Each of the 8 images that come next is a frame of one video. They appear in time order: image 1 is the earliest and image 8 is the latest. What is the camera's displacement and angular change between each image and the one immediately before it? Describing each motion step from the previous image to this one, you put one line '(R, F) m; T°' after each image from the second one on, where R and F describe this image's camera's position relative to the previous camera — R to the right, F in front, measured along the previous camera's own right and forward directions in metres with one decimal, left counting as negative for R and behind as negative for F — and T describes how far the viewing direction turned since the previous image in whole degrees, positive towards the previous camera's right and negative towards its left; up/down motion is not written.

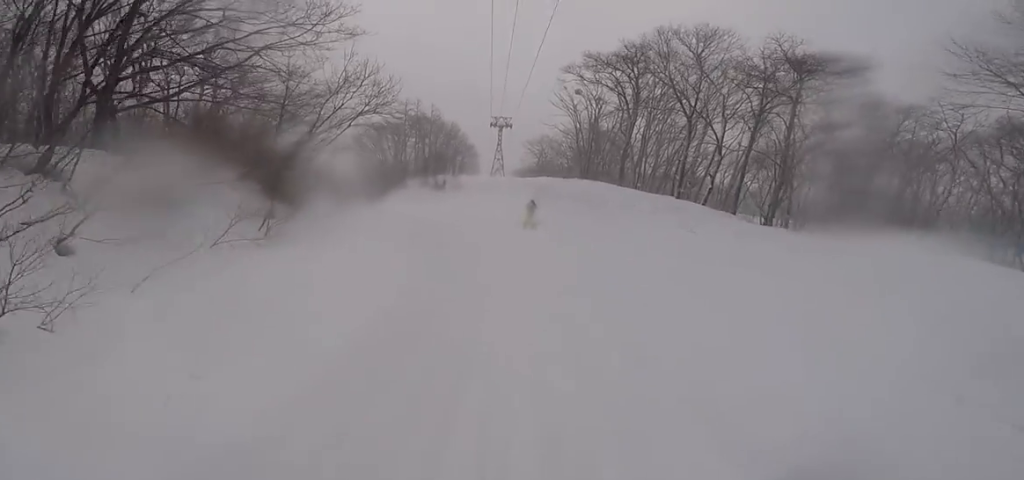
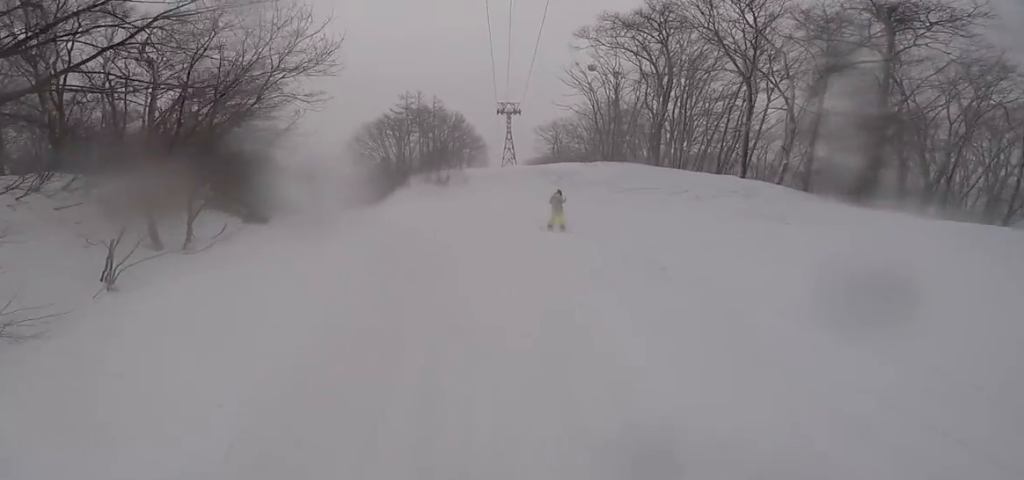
(-0.1, +5.9) m; -2°
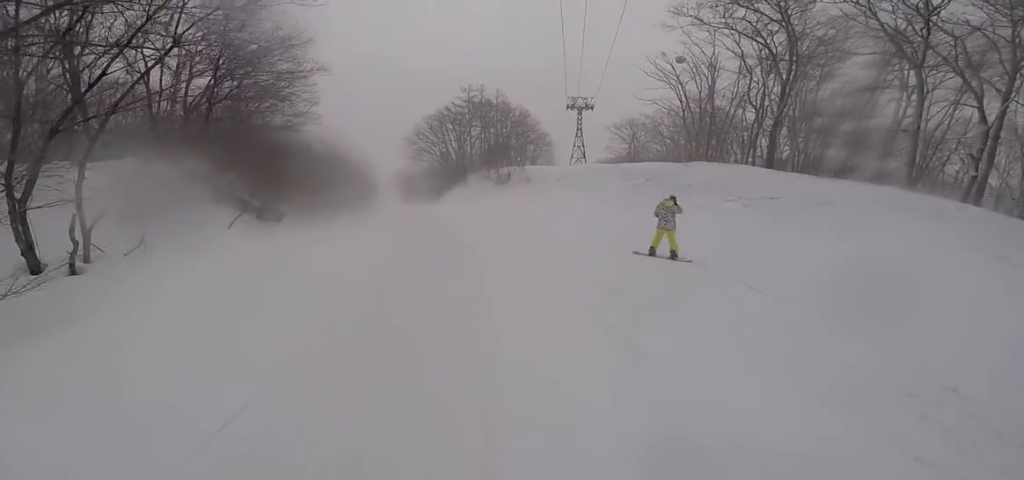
(-0.1, +4.5) m; -3°
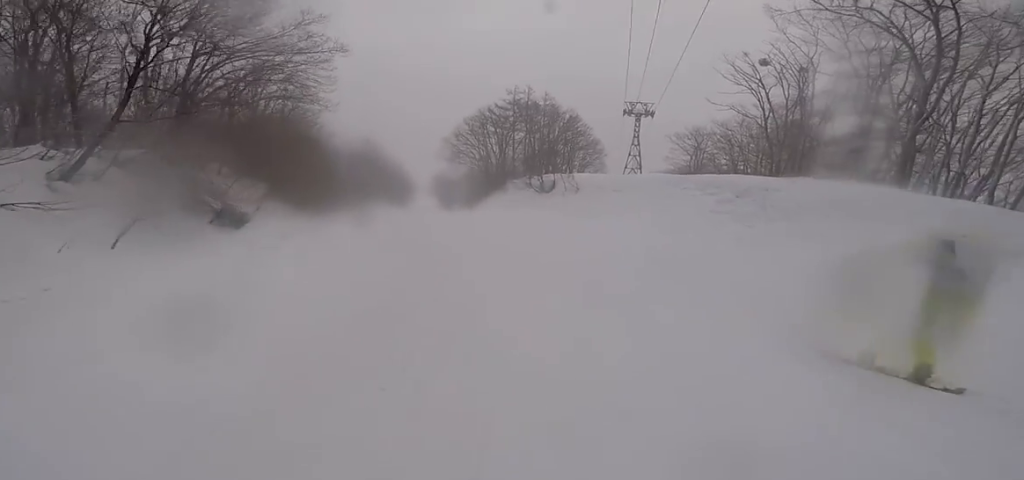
(0.0, +5.0) m; -6°
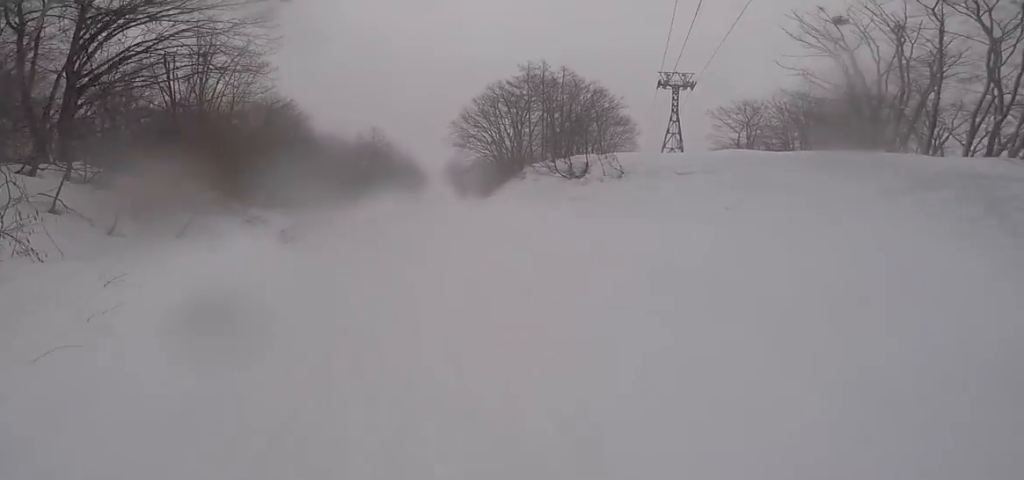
(-0.9, +7.6) m; 0°
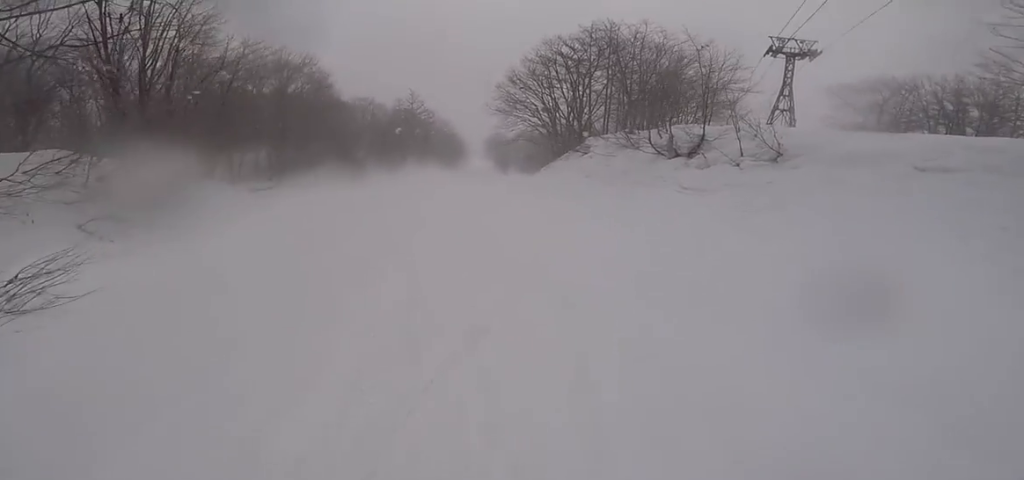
(+1.0, +8.8) m; +1°
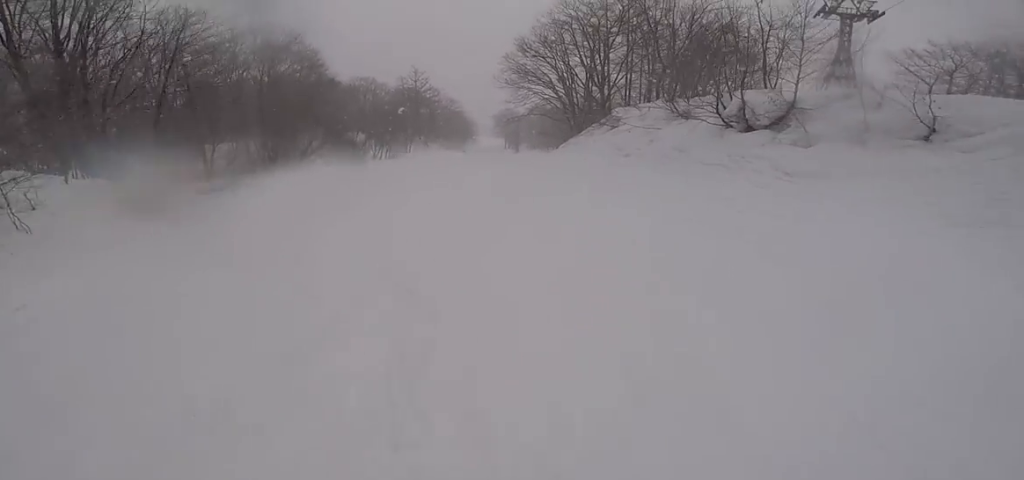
(-0.7, +4.8) m; -7°
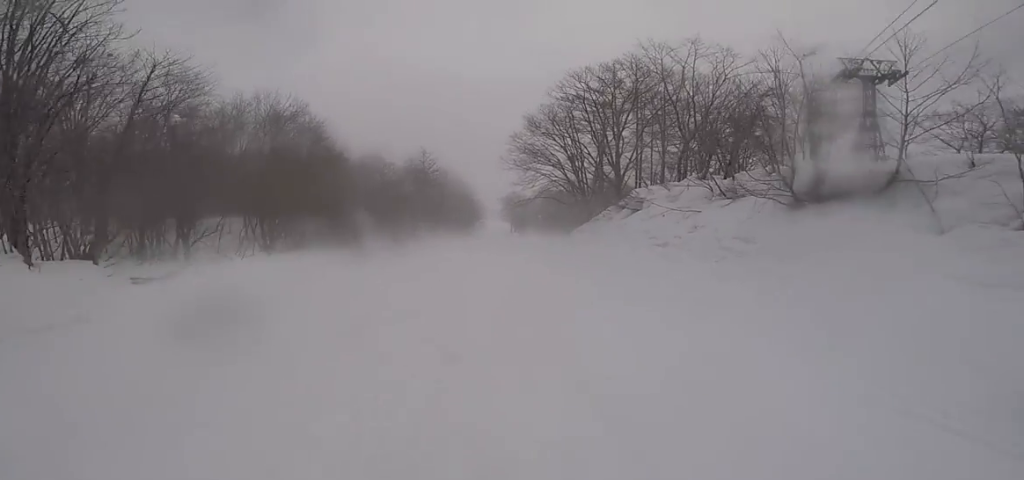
(-0.2, +3.9) m; -4°
